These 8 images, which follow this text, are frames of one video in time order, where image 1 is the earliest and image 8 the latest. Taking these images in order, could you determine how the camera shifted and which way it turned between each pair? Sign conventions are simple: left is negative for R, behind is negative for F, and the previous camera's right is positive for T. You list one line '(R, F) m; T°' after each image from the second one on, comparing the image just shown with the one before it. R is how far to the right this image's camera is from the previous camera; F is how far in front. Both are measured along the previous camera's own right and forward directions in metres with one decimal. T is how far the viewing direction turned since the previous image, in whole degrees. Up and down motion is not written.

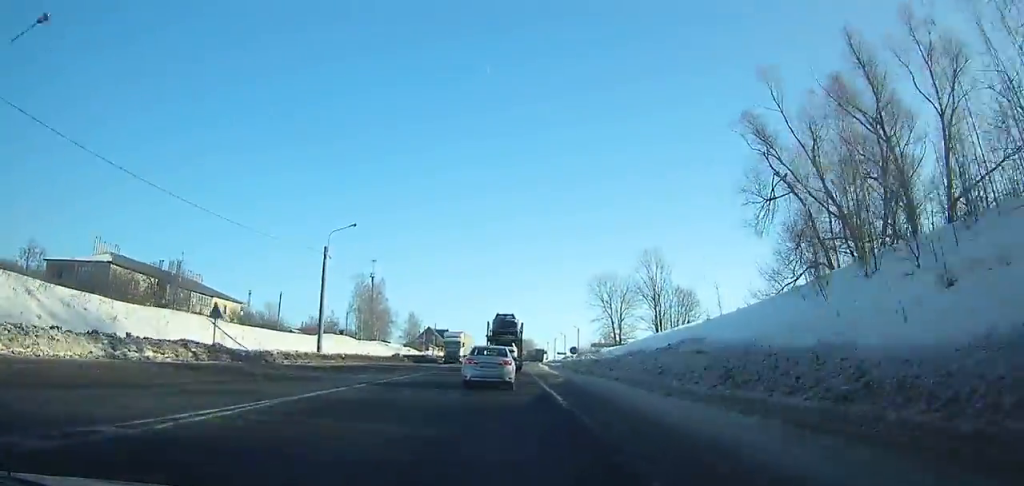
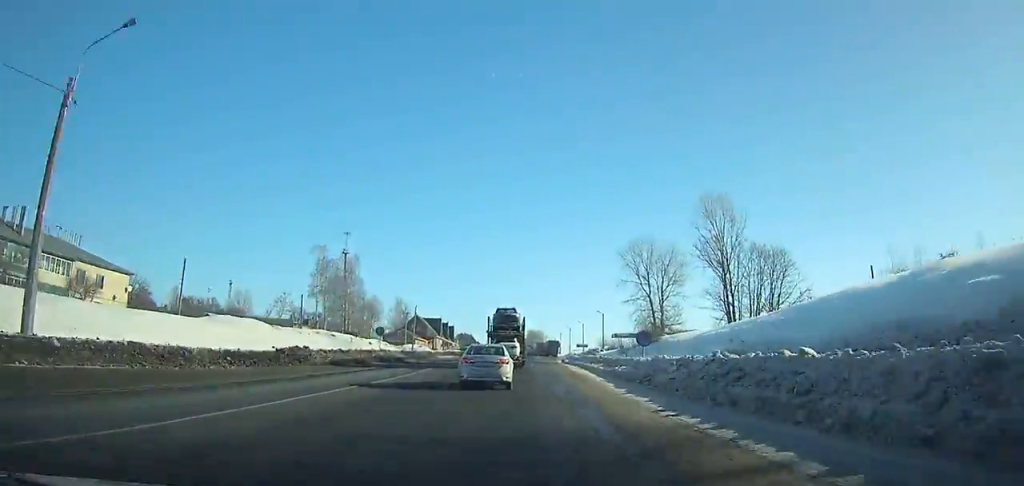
(+1.0, +33.1) m; +2°
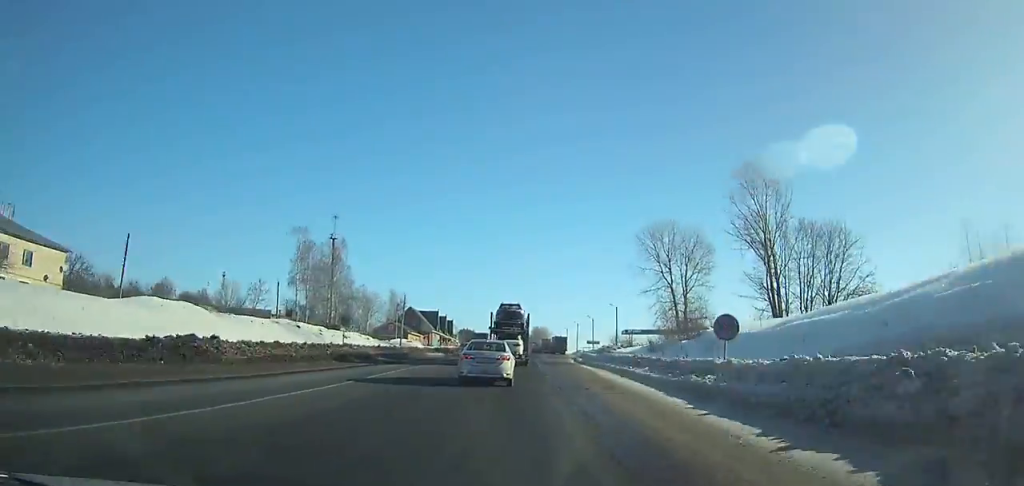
(-0.1, +11.8) m; 0°
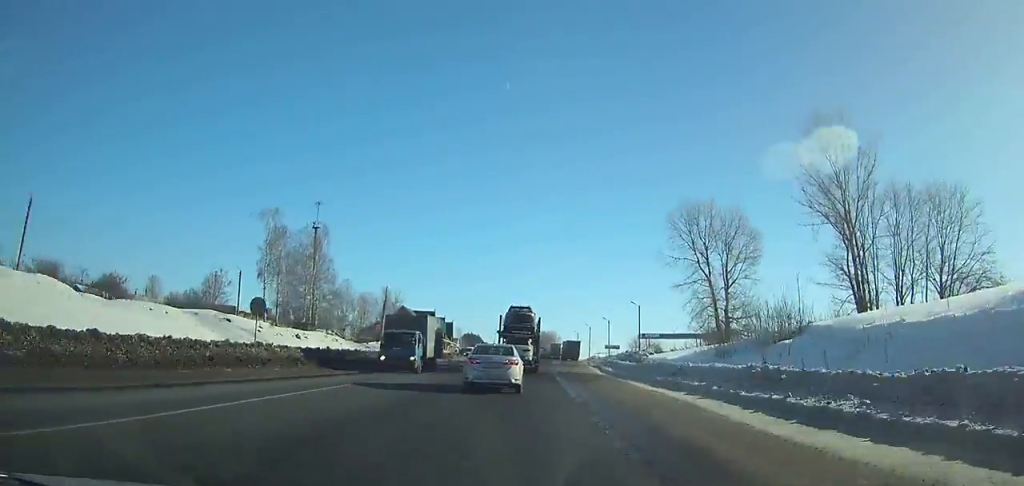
(-0.1, +14.6) m; 0°
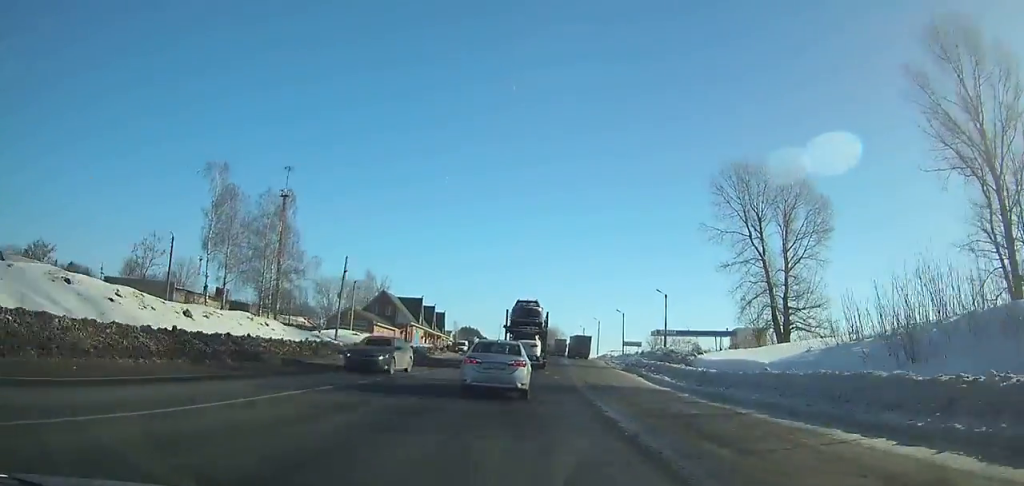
(0.0, +16.3) m; +1°
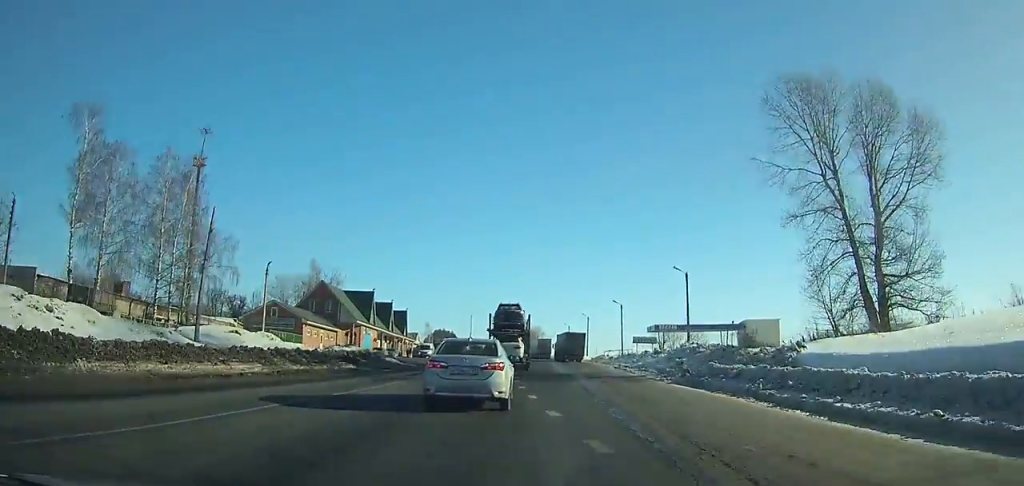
(+0.1, +20.8) m; +1°
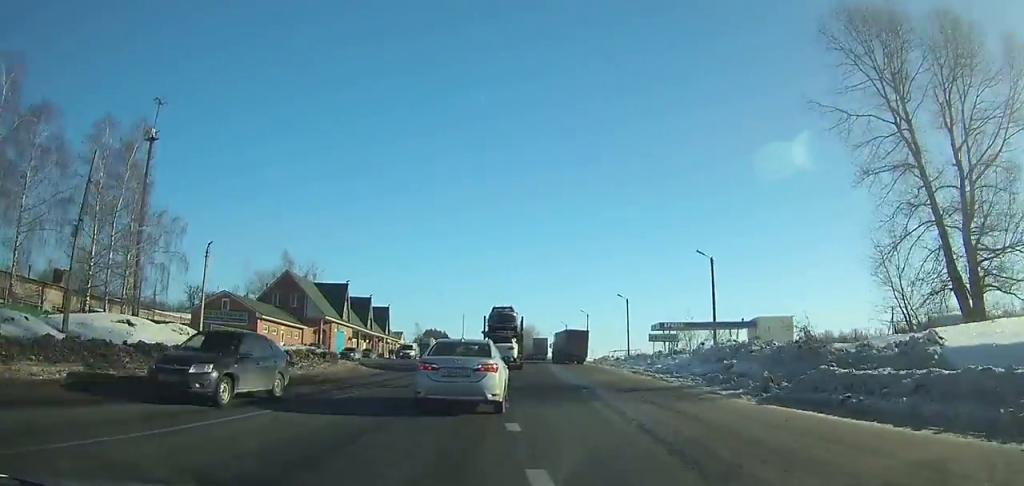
(+0.2, +11.0) m; 0°
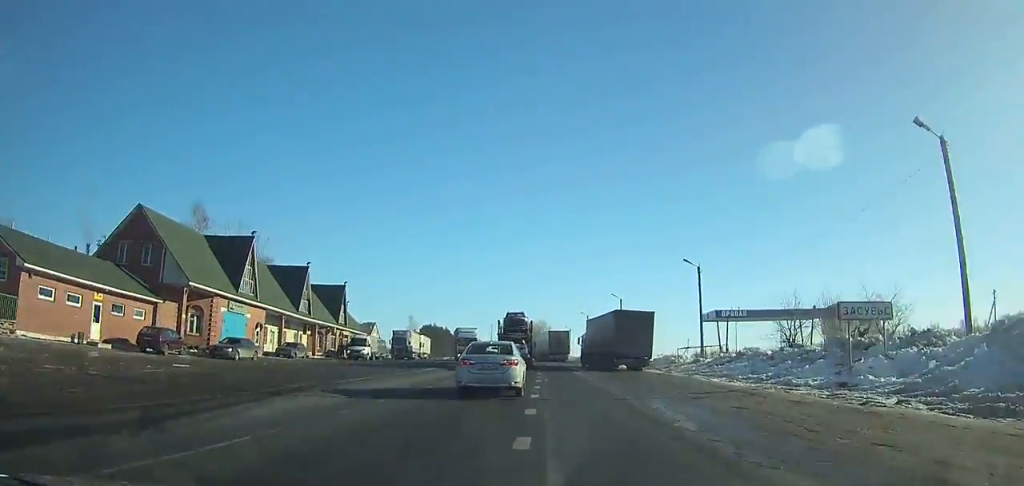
(0.0, +33.3) m; 0°
